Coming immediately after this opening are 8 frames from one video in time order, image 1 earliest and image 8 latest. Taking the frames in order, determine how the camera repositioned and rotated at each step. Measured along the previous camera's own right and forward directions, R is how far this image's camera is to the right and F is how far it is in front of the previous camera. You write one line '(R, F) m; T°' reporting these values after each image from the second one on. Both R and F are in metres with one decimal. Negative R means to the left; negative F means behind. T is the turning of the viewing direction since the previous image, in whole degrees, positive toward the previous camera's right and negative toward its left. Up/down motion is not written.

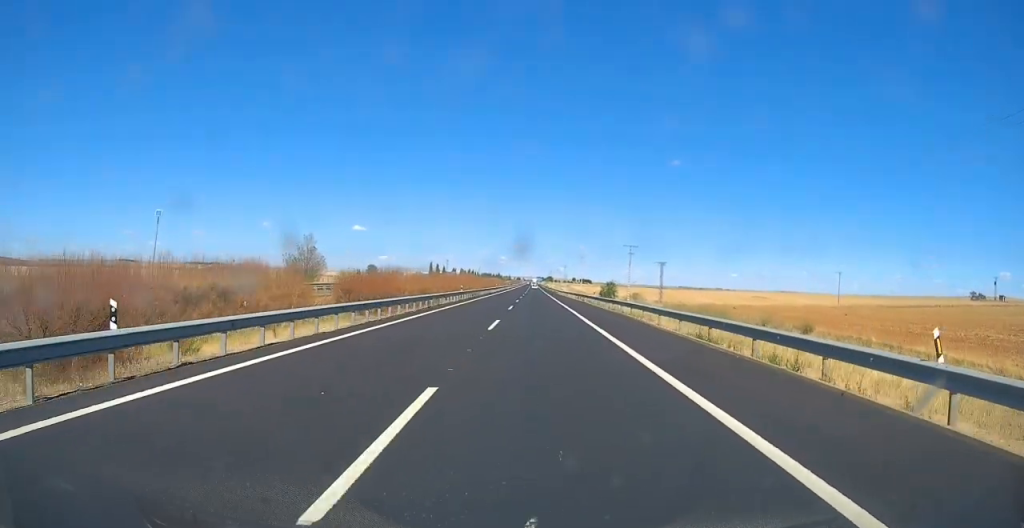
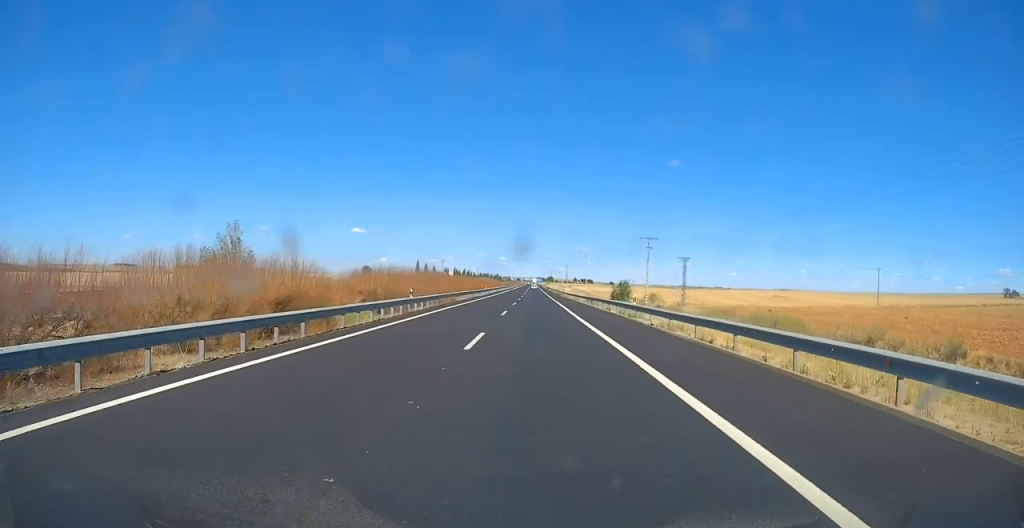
(-0.1, +23.0) m; 0°
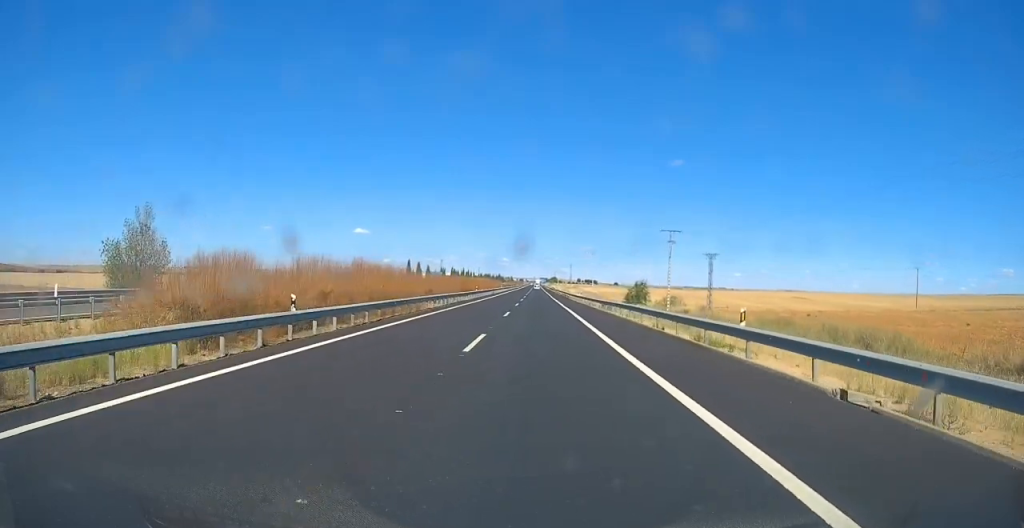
(+0.1, +17.1) m; 0°
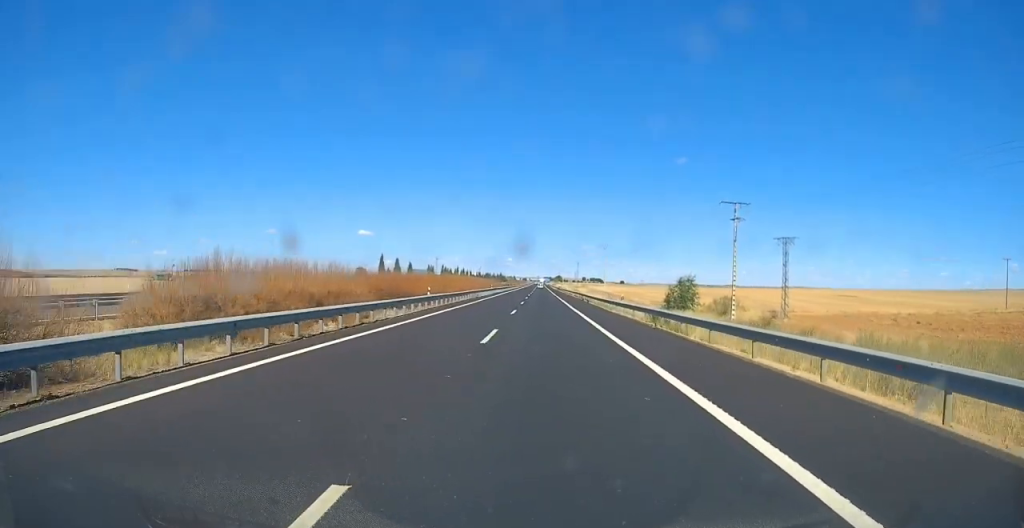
(-0.2, +32.4) m; 0°
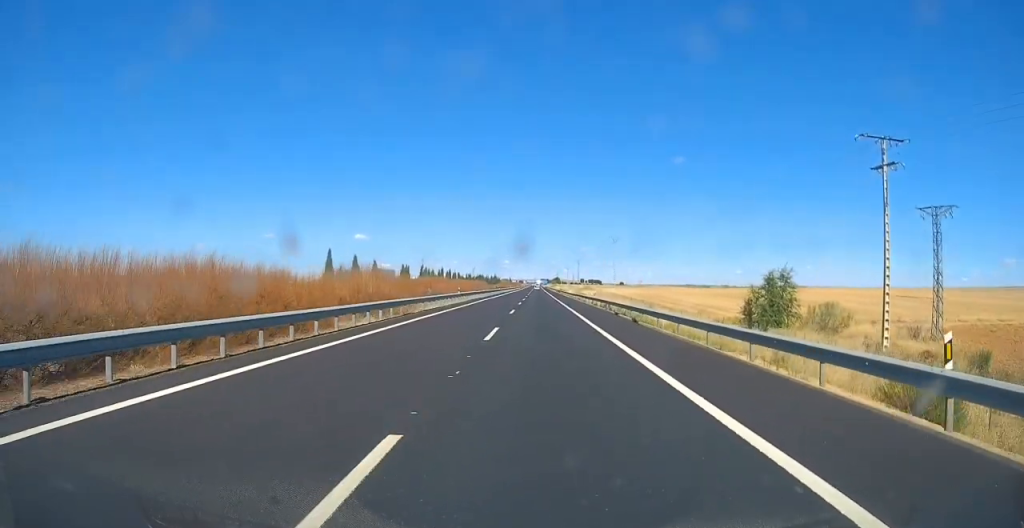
(+0.2, +32.4) m; 0°
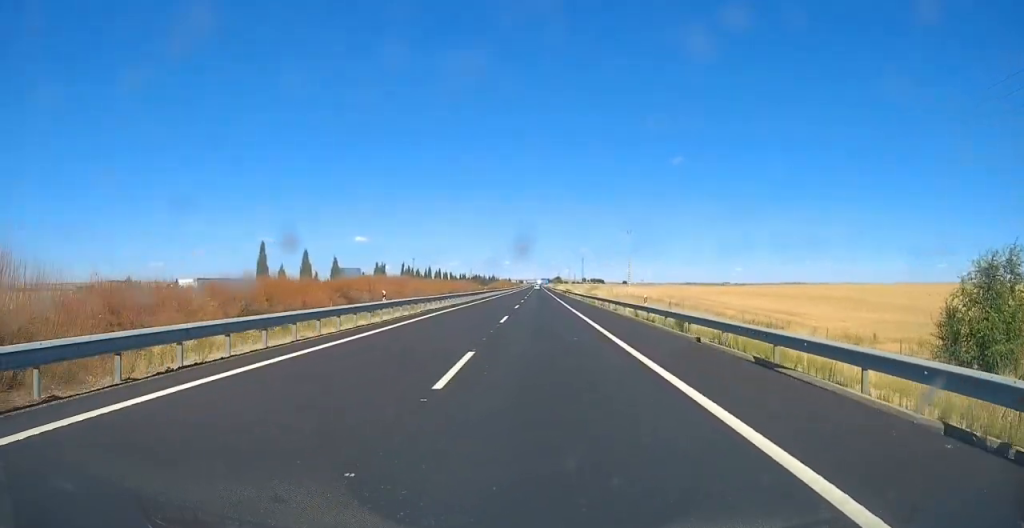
(-0.1, +25.8) m; 0°
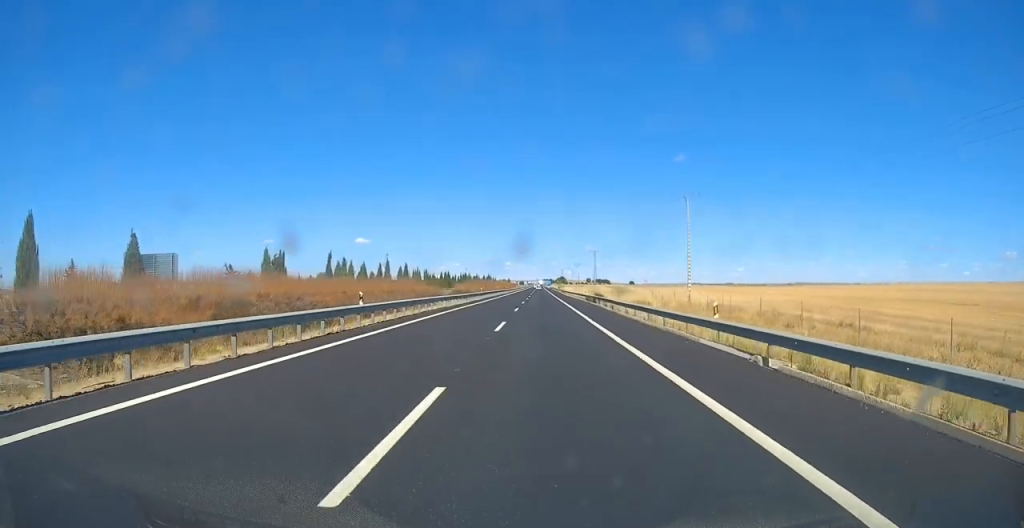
(0.0, +55.7) m; 0°
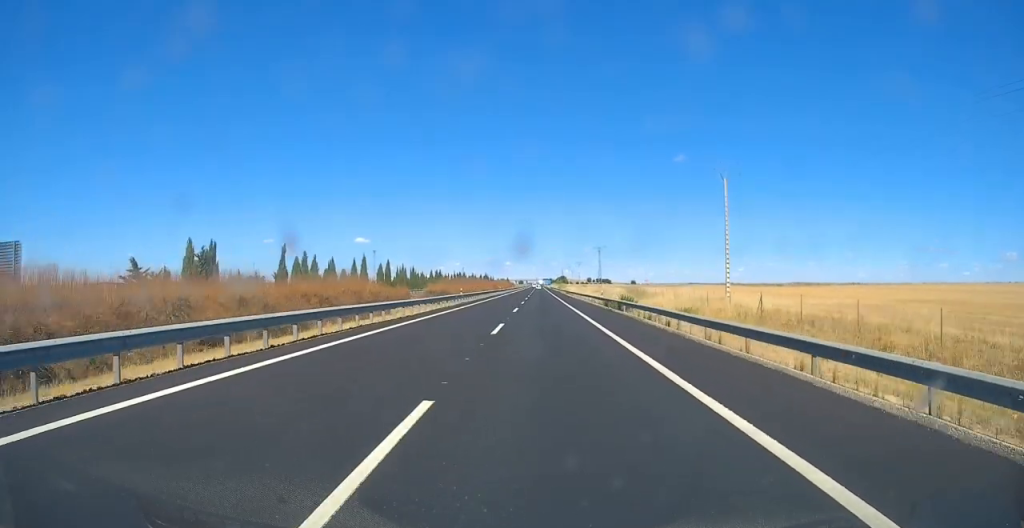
(0.0, +18.4) m; 0°
